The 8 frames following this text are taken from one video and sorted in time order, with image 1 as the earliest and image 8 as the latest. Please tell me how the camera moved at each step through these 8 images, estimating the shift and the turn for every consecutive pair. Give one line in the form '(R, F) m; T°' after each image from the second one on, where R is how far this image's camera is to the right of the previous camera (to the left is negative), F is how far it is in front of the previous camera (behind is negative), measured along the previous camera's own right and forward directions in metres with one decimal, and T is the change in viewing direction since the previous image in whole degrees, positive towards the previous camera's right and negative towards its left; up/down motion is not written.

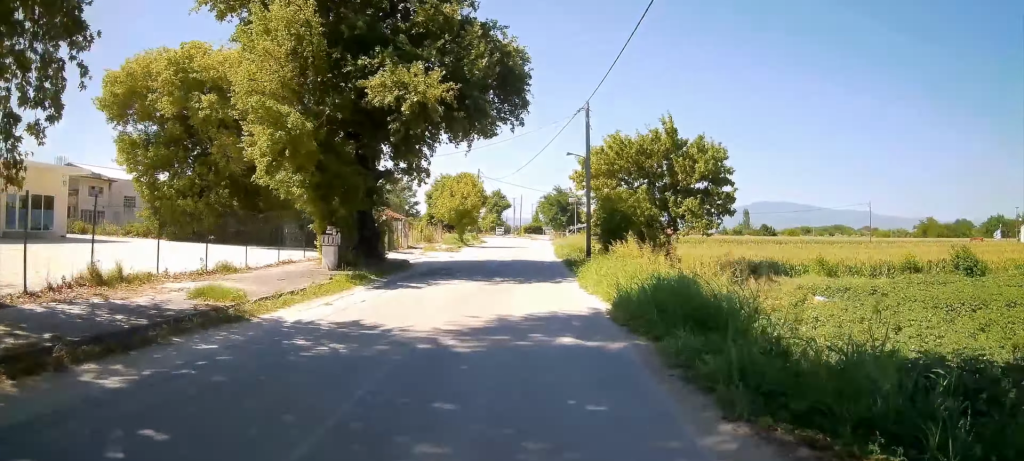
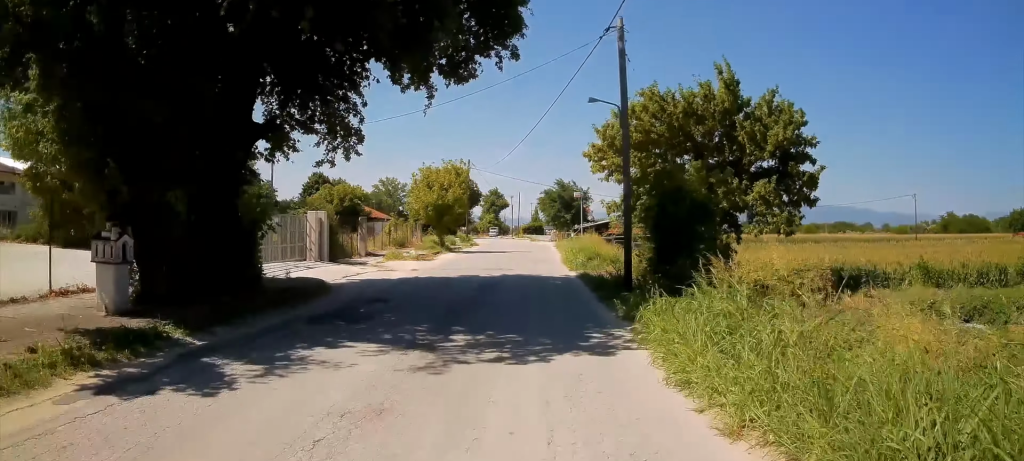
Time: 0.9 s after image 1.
(-0.1, +11.2) m; 0°
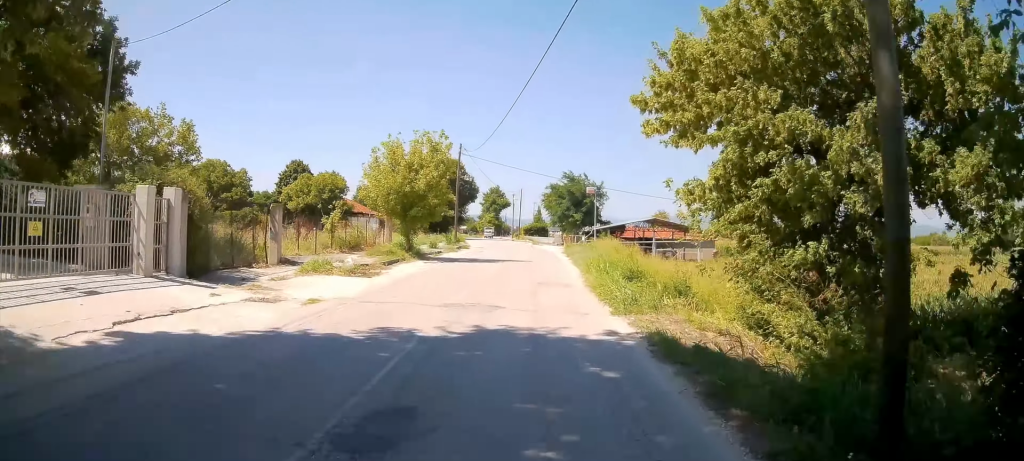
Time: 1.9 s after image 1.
(+0.2, +12.0) m; 0°
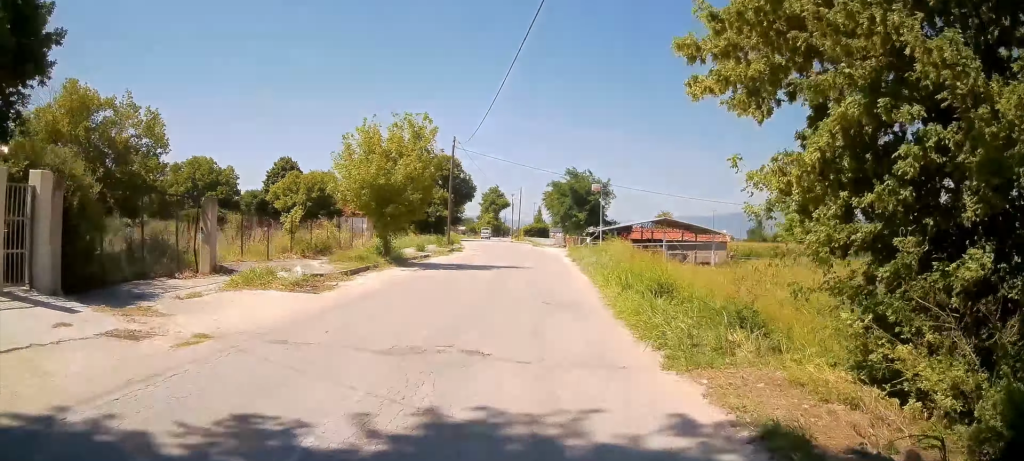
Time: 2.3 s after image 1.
(0.0, +4.9) m; -1°
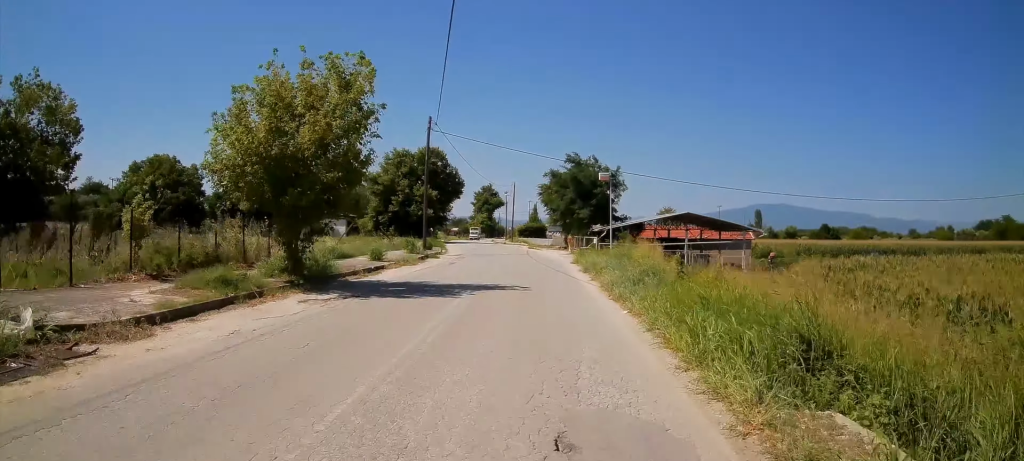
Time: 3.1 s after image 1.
(-0.1, +9.7) m; -1°
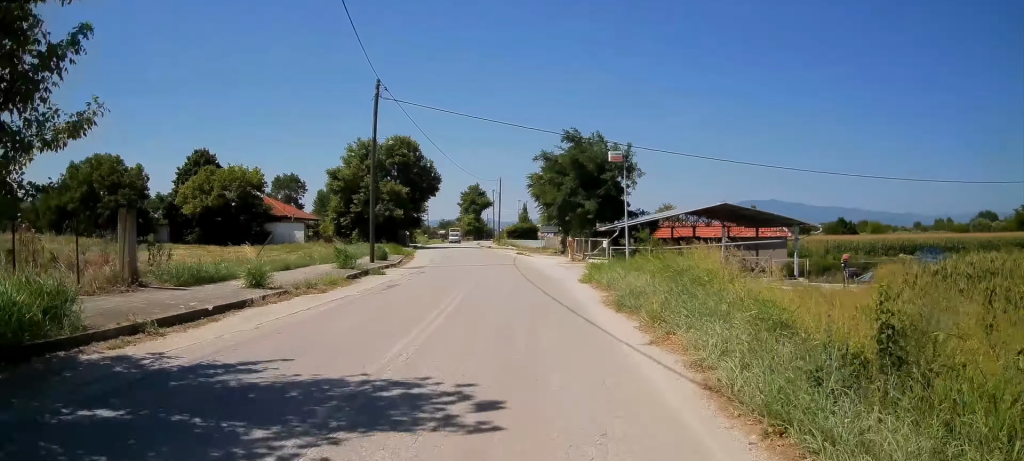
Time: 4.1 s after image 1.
(-0.1, +11.6) m; 0°
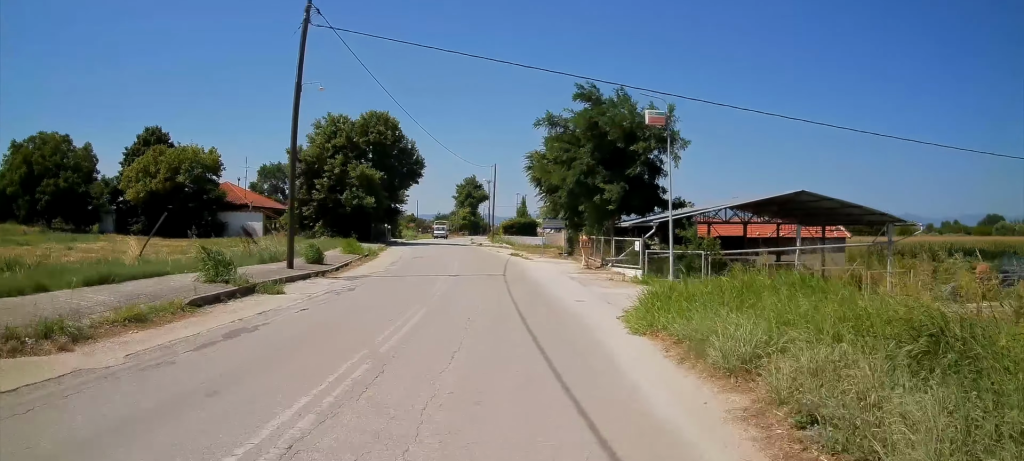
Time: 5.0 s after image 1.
(+0.1, +10.7) m; +1°
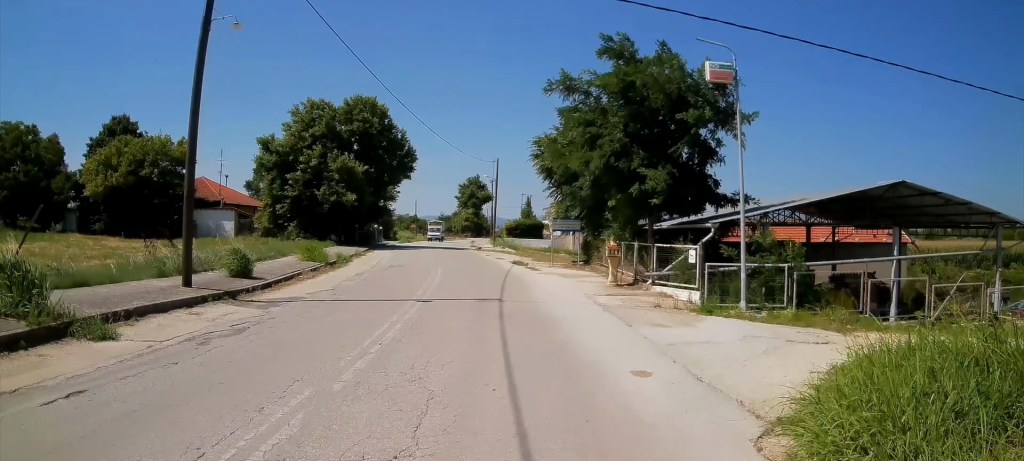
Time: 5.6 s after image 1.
(0.0, +7.1) m; 0°
